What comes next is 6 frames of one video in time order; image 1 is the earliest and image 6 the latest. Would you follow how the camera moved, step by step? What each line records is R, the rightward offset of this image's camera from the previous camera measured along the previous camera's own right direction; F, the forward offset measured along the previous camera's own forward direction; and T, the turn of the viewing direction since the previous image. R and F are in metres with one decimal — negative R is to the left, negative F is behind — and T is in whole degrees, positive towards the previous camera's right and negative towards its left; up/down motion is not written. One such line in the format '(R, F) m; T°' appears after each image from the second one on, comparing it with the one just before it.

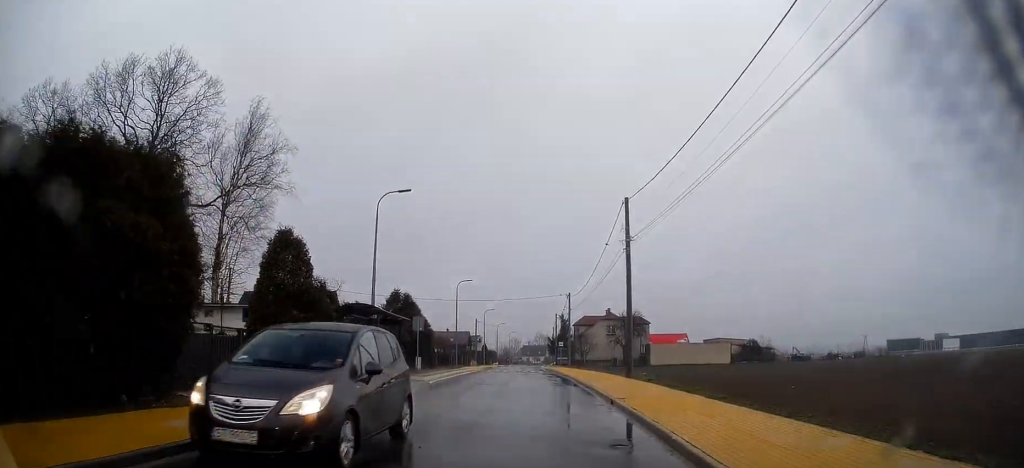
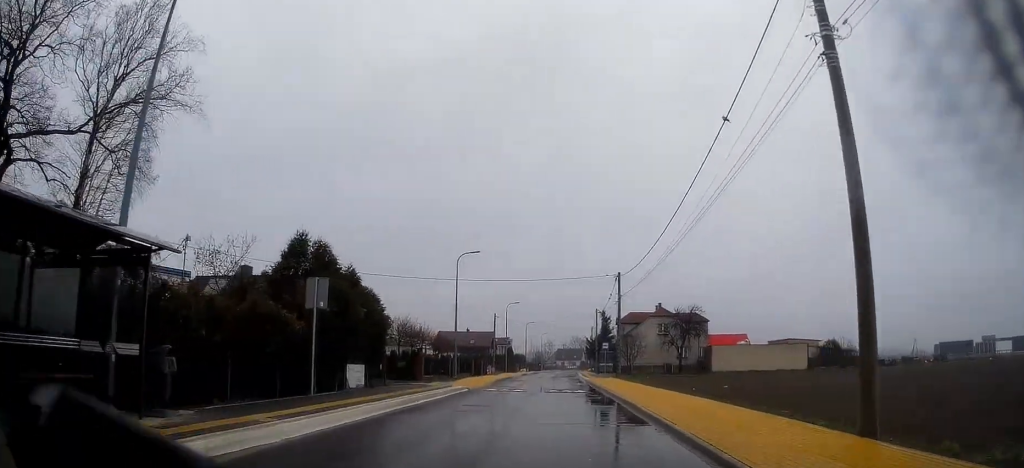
(-0.3, +18.8) m; -2°
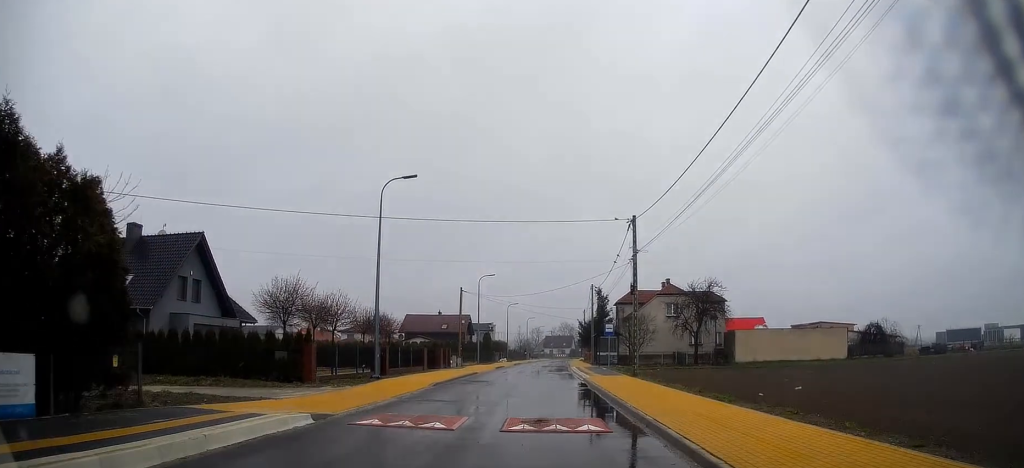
(-0.3, +15.5) m; -2°
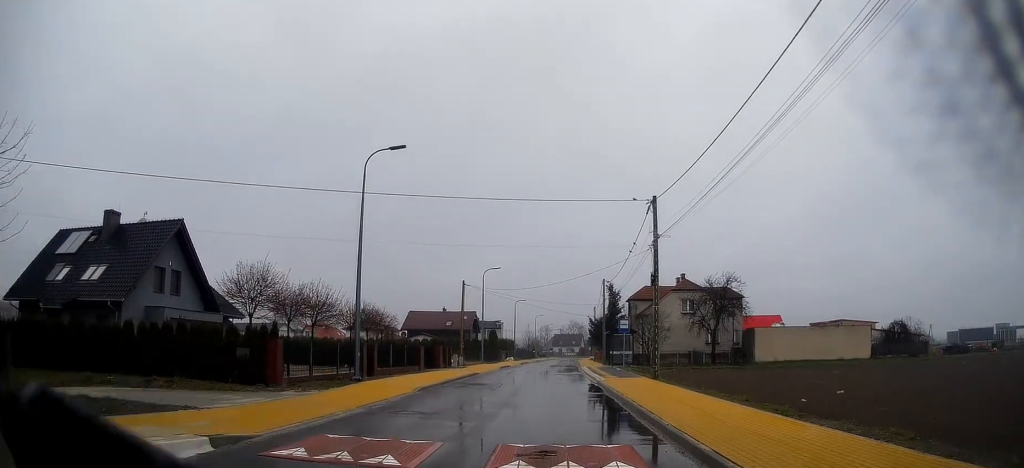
(0.0, +4.6) m; 0°
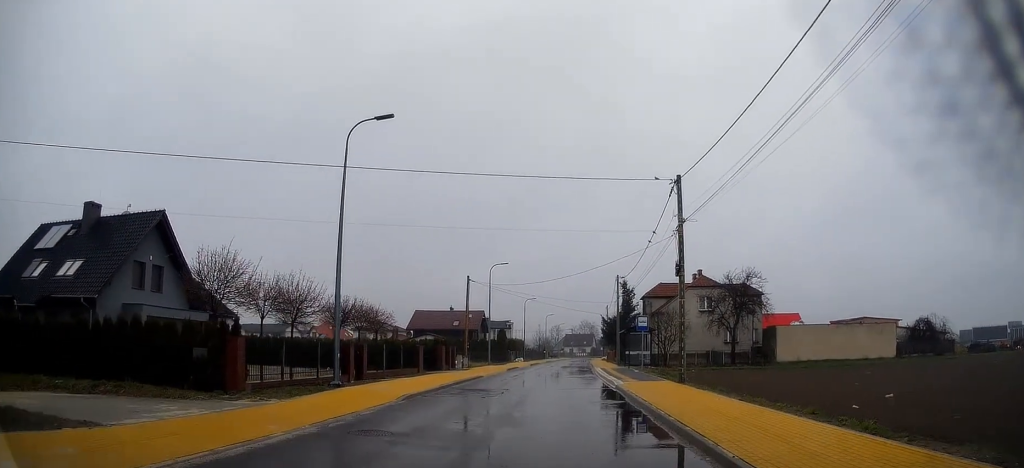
(+0.1, +4.2) m; 0°
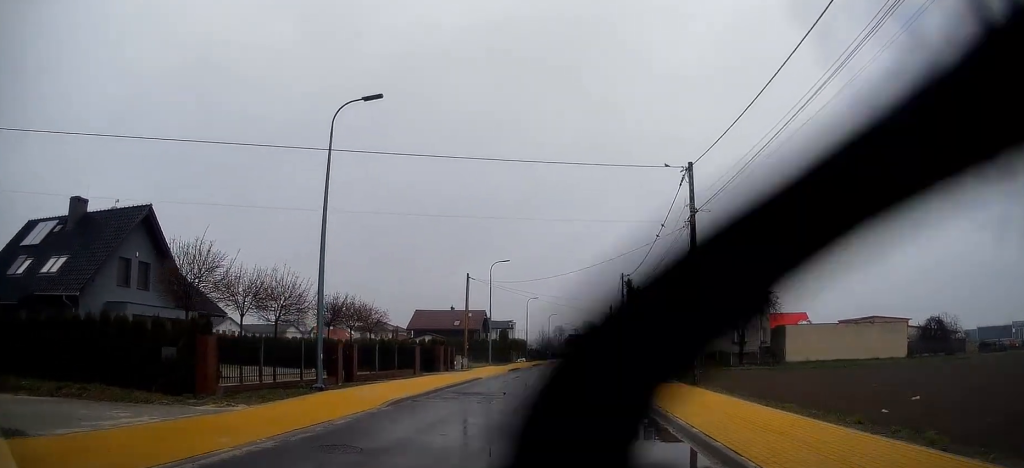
(0.0, +2.0) m; -1°
